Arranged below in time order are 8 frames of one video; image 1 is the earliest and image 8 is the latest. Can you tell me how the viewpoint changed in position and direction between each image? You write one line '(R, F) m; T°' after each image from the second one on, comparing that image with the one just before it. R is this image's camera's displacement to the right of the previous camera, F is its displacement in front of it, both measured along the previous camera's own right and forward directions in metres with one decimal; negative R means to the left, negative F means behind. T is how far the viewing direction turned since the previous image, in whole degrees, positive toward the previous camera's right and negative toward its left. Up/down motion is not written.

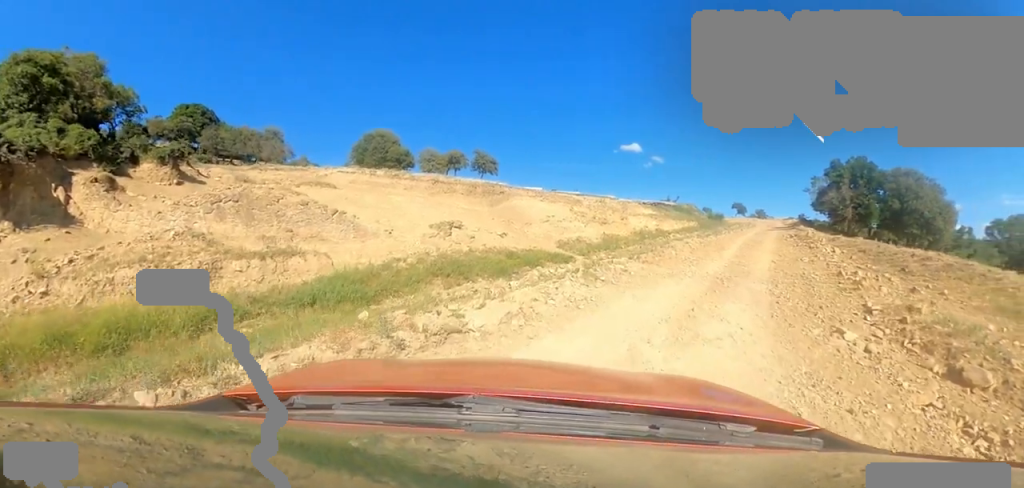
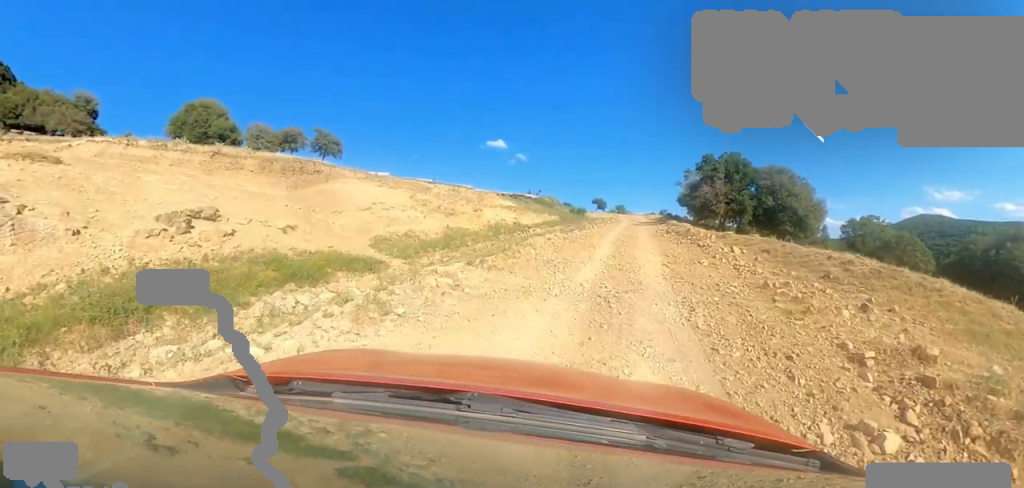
(+0.8, +3.5) m; +27°
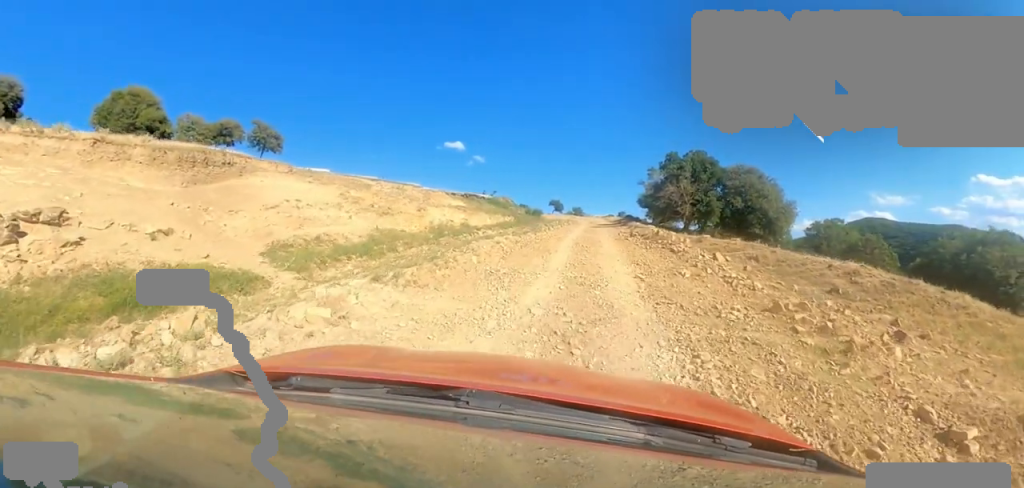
(+0.5, +2.0) m; +11°
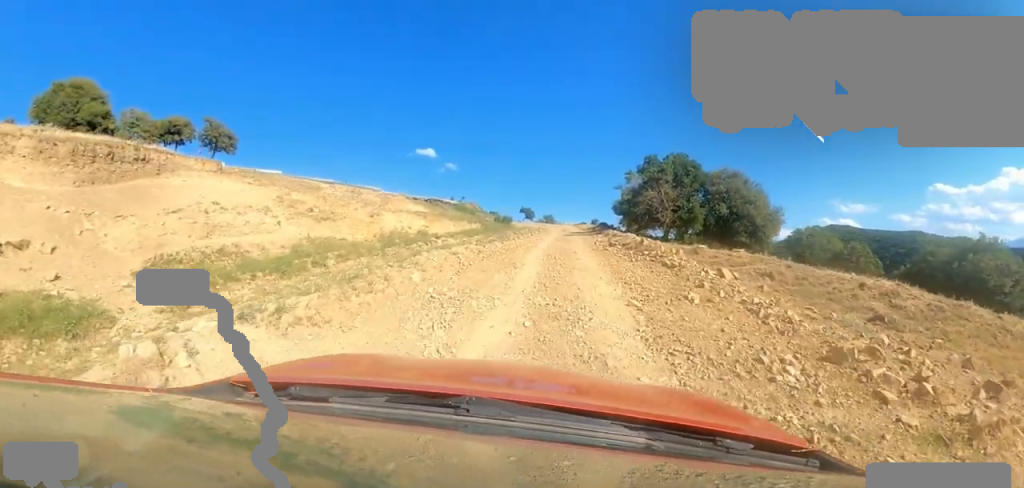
(0.0, +2.1) m; -5°
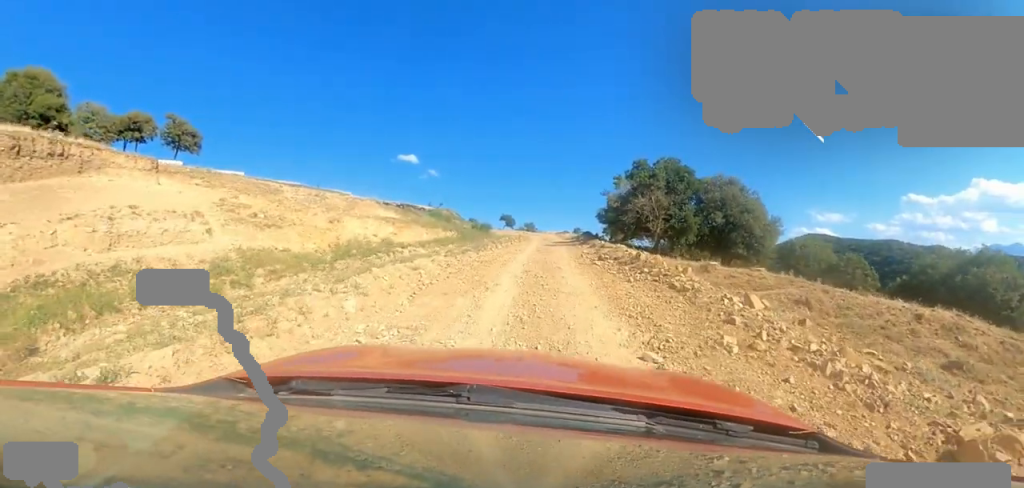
(+0.1, +1.9) m; -5°
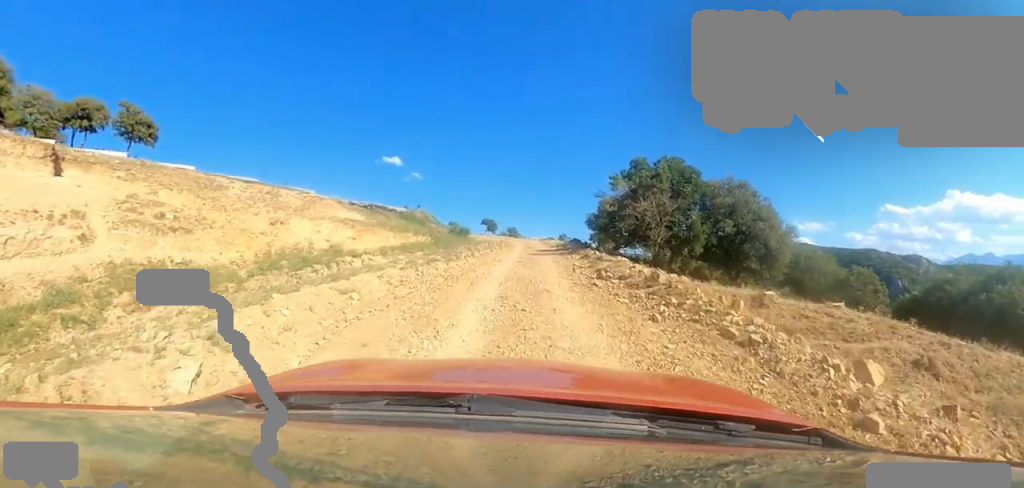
(-0.4, +3.0) m; +8°
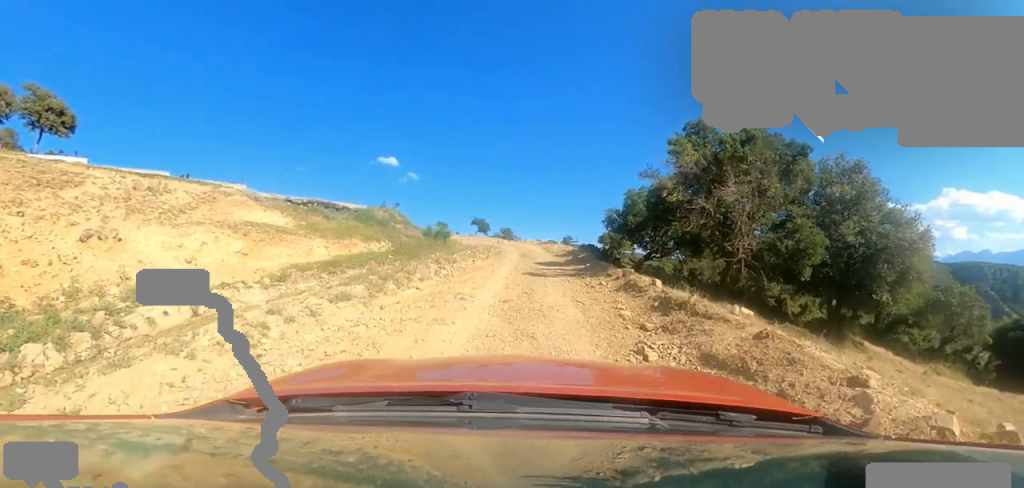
(+1.4, +6.1) m; +6°
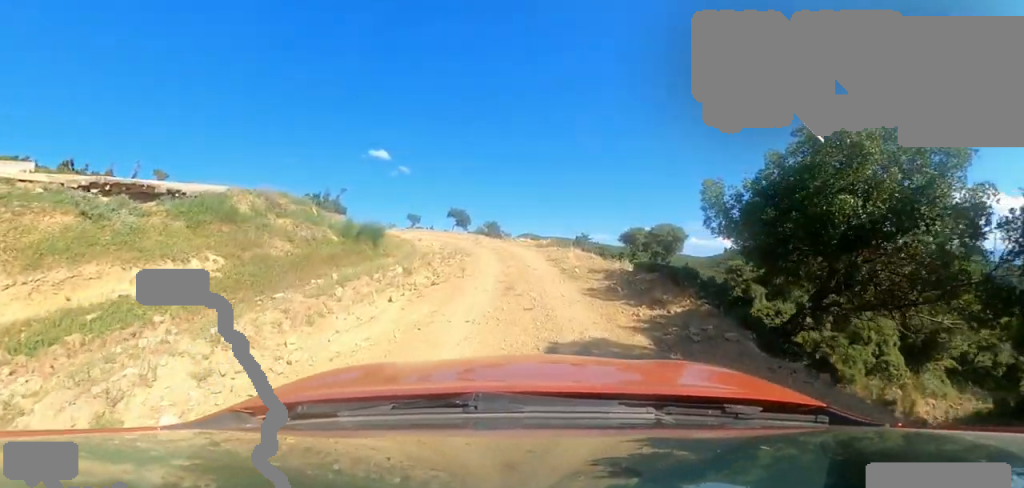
(-2.3, +9.7) m; -8°
